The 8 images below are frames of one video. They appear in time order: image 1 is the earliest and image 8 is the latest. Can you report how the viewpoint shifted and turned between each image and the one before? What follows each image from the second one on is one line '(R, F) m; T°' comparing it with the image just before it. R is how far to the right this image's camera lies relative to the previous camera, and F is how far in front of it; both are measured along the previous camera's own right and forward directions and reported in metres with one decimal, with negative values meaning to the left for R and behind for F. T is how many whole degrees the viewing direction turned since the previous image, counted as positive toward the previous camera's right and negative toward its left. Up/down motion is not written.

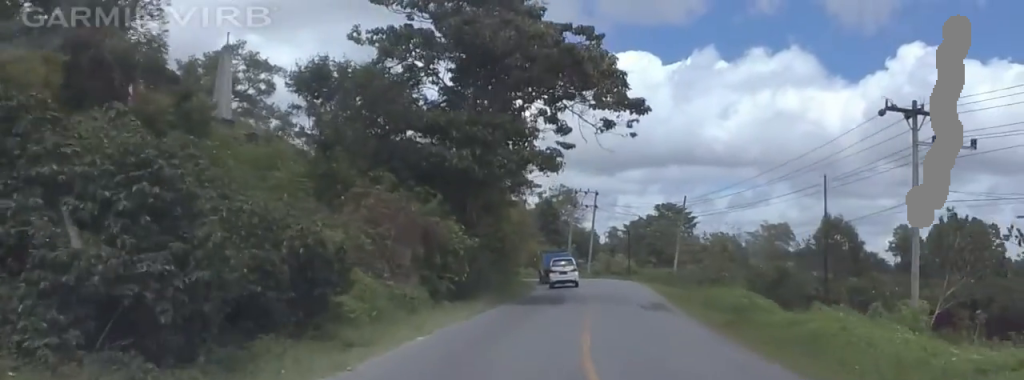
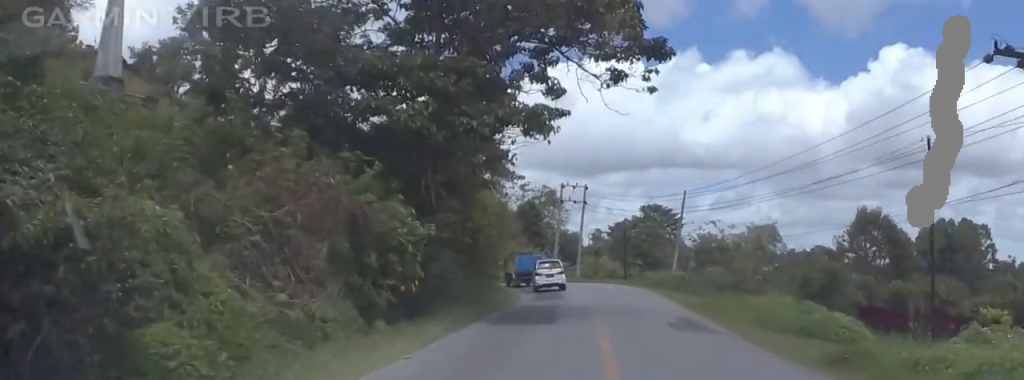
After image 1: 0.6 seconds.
(-0.3, +9.3) m; -2°
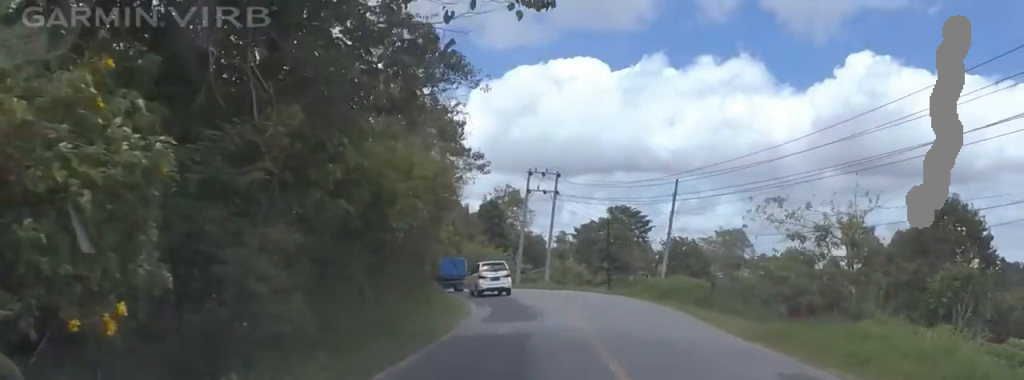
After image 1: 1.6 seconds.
(-0.1, +13.3) m; -1°
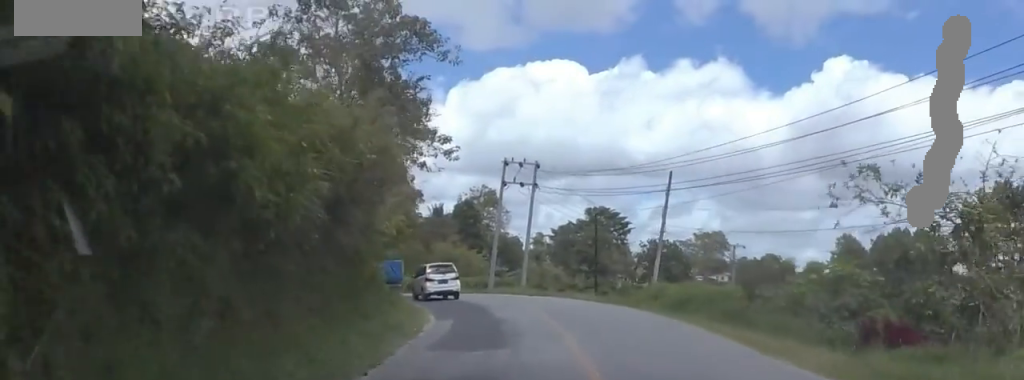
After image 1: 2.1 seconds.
(0.0, +7.5) m; +1°
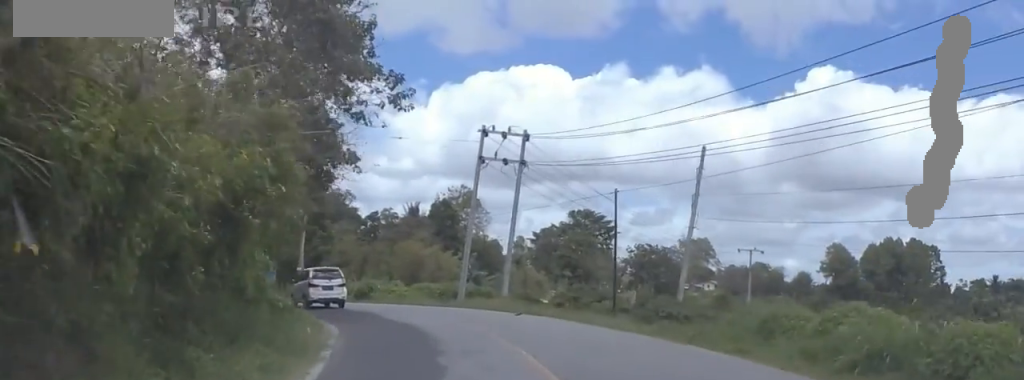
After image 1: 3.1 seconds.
(+0.2, +14.9) m; +1°
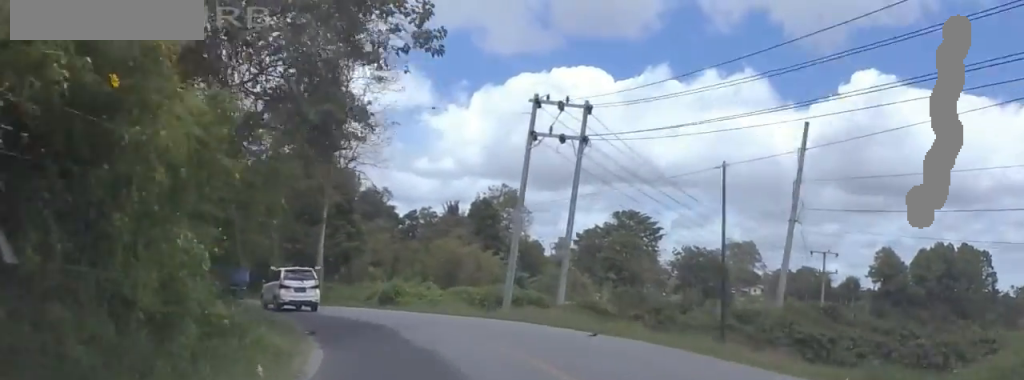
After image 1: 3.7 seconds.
(+0.5, +8.6) m; -2°
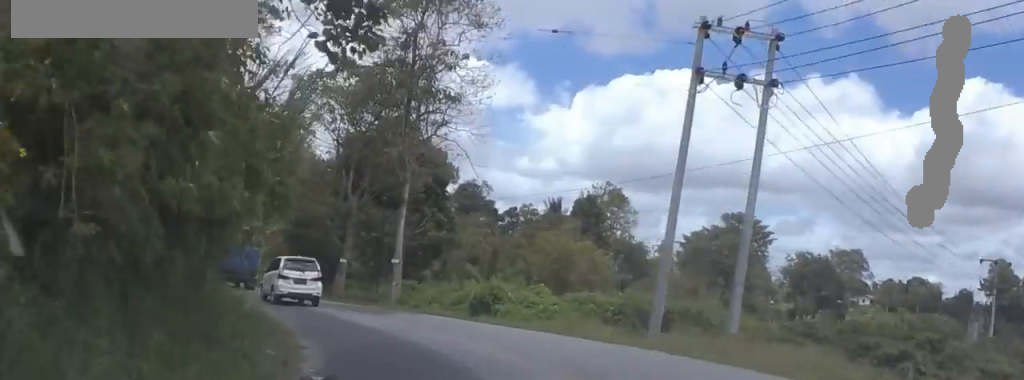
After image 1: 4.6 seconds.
(-0.9, +11.6) m; -6°
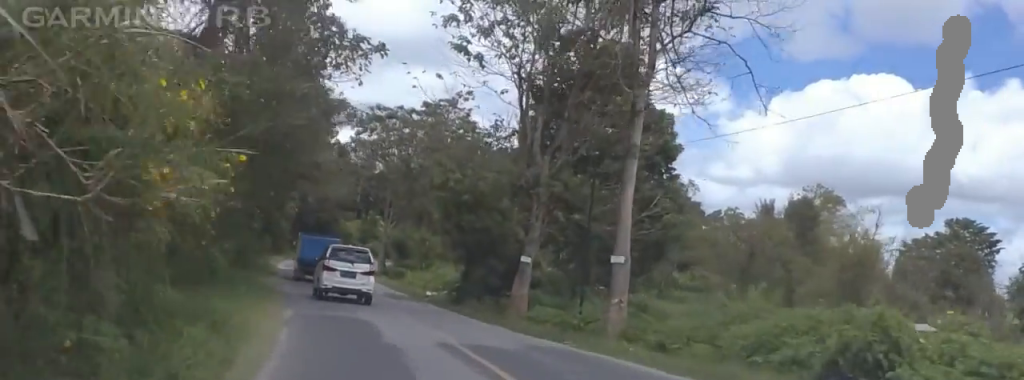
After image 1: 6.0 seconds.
(-1.3, +19.1) m; -9°
